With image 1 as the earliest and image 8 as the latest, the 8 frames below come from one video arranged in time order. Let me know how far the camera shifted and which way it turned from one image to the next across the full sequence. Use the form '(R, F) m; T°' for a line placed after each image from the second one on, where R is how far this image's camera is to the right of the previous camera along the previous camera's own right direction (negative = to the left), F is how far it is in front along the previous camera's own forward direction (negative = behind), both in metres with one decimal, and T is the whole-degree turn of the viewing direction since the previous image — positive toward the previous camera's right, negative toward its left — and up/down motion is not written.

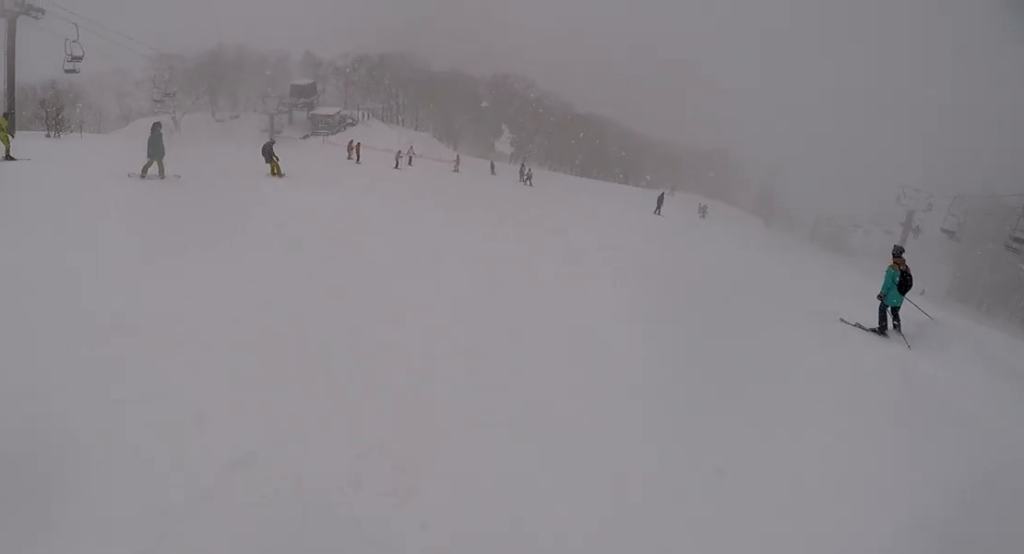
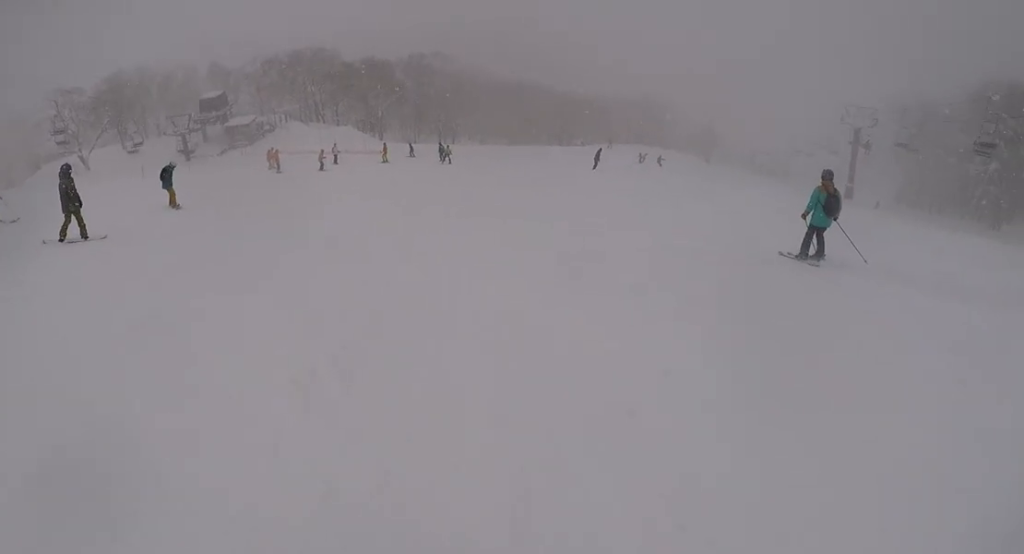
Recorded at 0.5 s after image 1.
(-0.2, +3.8) m; +4°
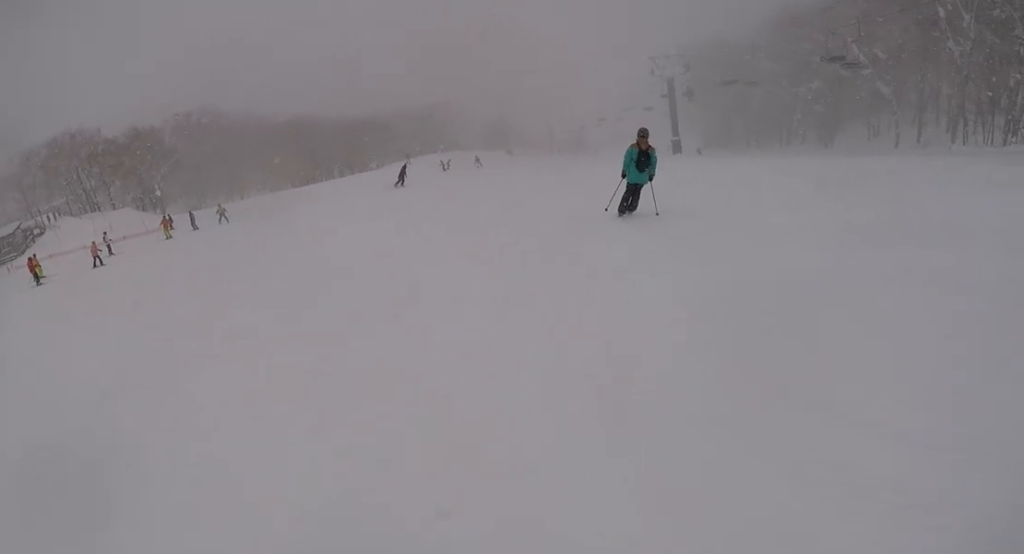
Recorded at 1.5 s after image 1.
(+0.9, +7.4) m; +20°
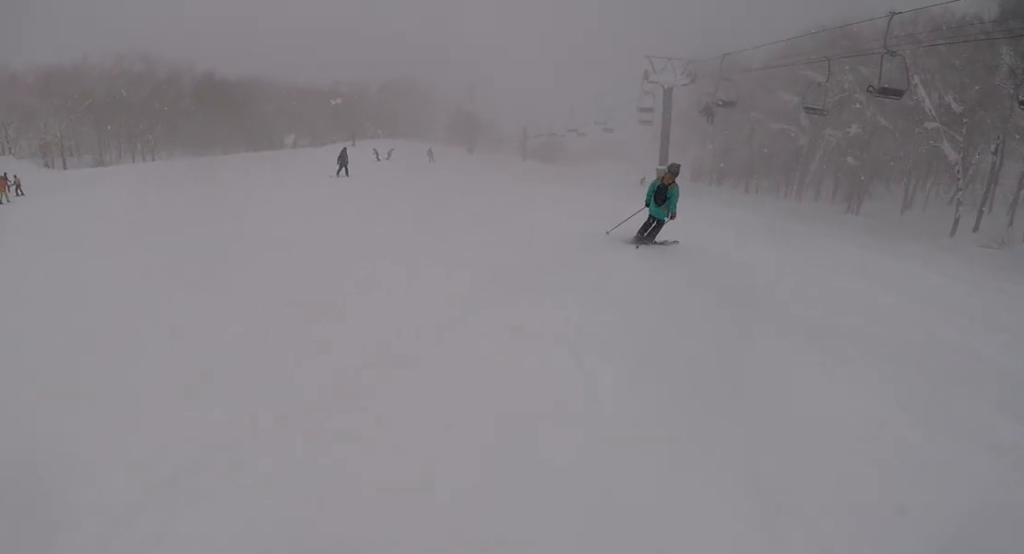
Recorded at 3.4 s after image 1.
(+3.6, +14.0) m; +10°
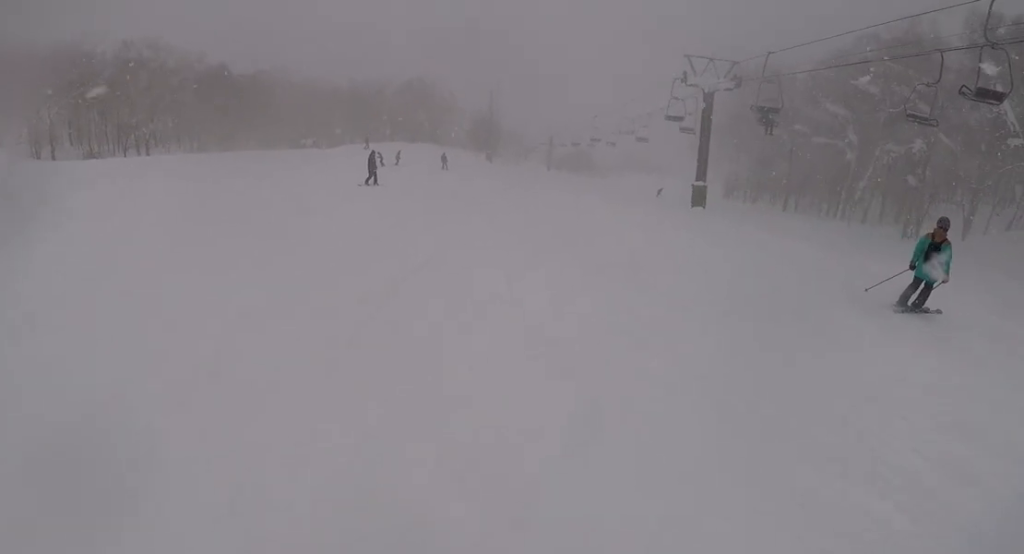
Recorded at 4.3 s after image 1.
(-0.7, +6.6) m; +5°
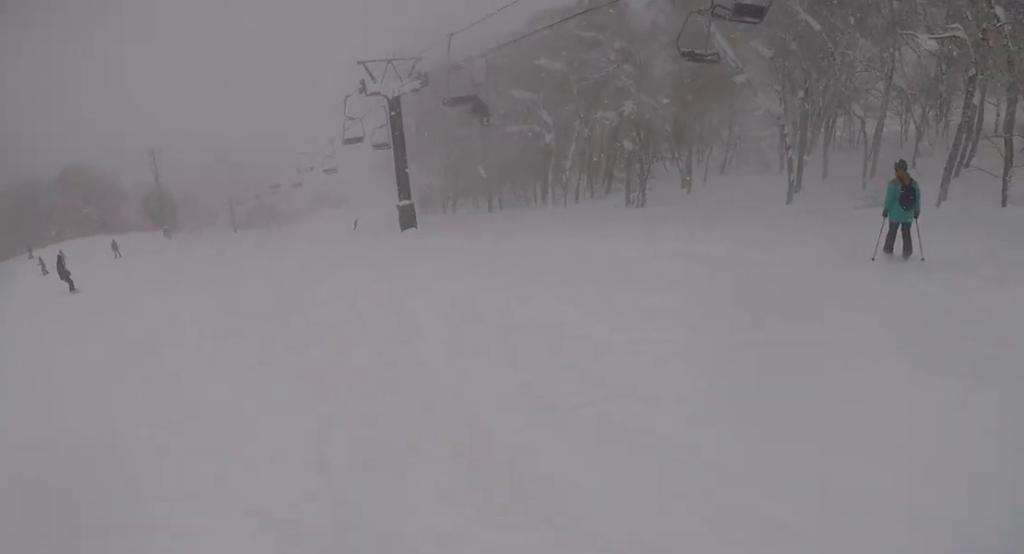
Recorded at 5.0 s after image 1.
(+0.3, +5.0) m; +11°
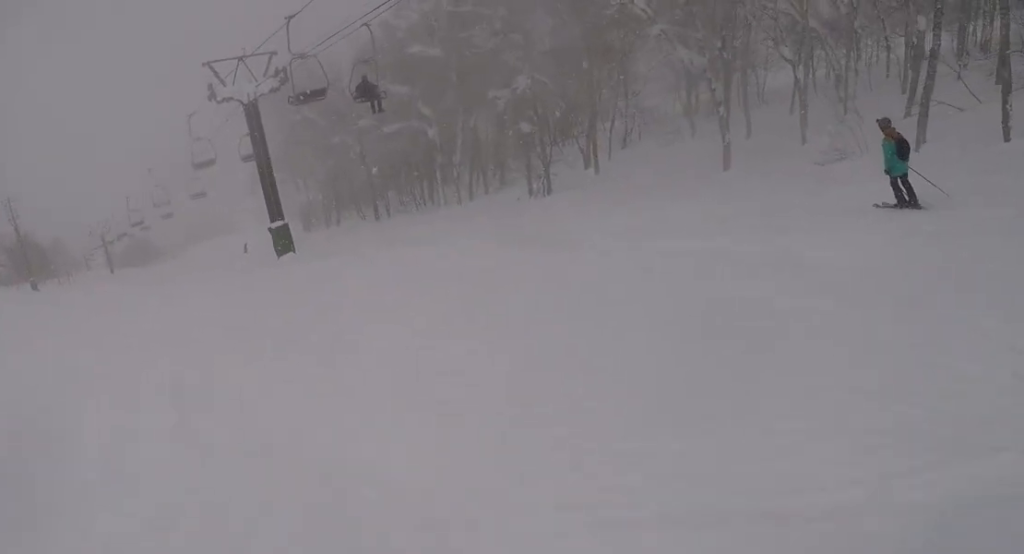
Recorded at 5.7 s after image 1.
(+1.2, +5.2) m; +14°
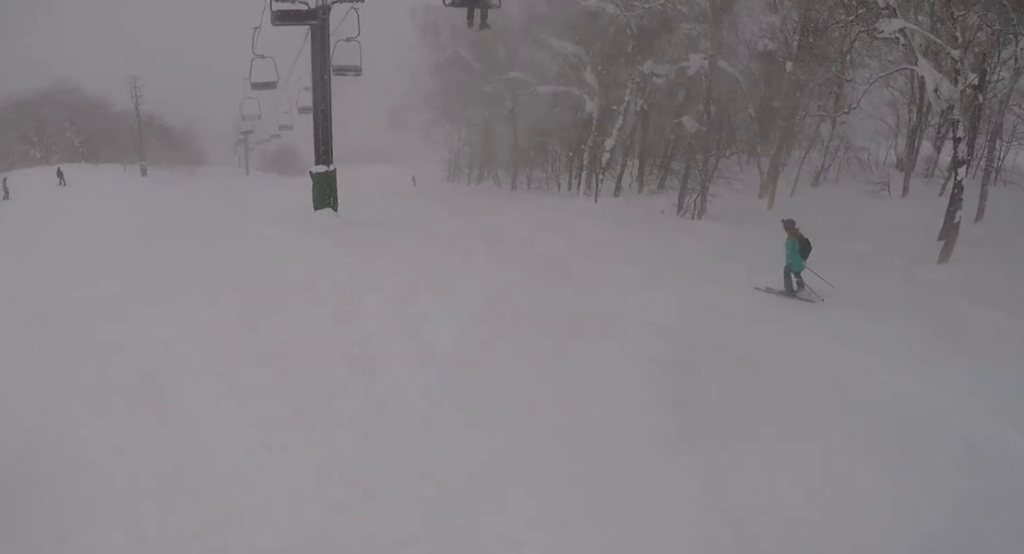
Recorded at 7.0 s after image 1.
(0.0, +9.4) m; -11°
